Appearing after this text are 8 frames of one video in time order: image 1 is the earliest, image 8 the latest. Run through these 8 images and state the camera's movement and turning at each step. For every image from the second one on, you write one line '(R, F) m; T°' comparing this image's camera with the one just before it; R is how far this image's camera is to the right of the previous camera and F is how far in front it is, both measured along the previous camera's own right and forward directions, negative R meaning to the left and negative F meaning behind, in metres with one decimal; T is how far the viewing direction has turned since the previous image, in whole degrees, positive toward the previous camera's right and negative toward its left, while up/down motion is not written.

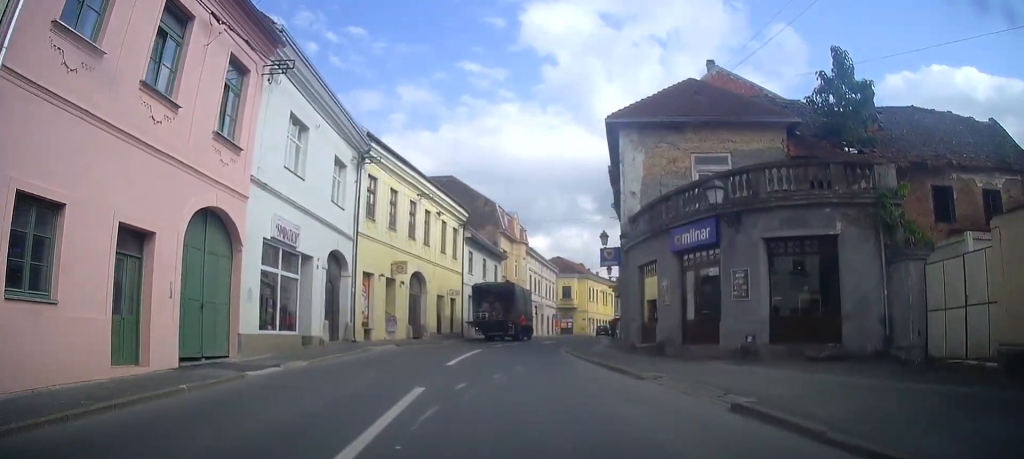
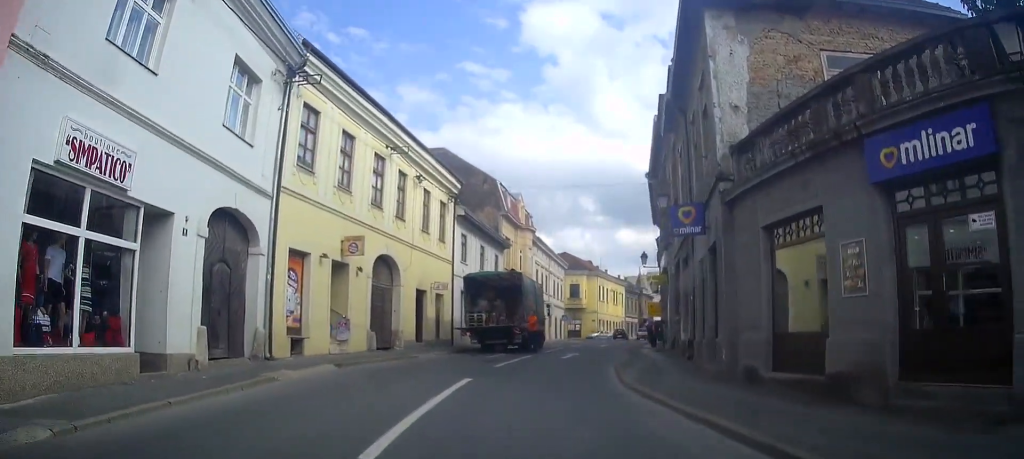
(+0.3, +8.9) m; +3°
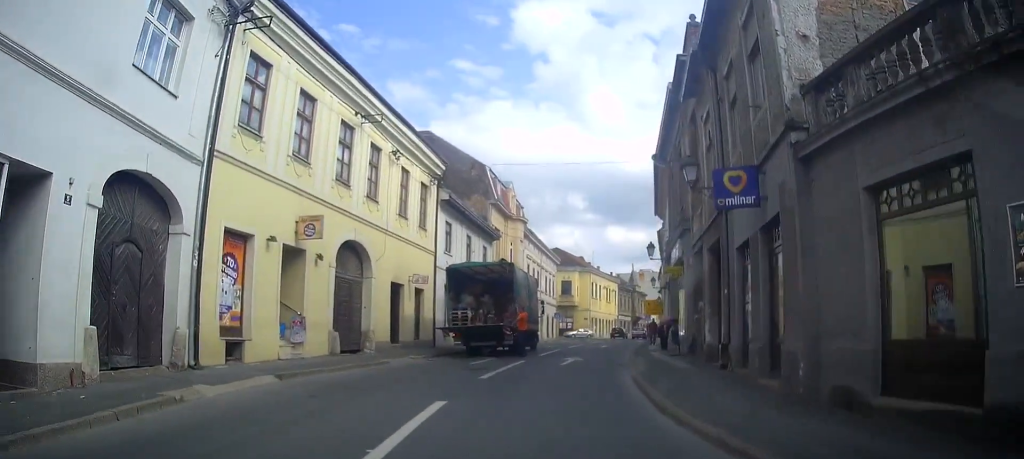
(0.0, +3.4) m; +2°
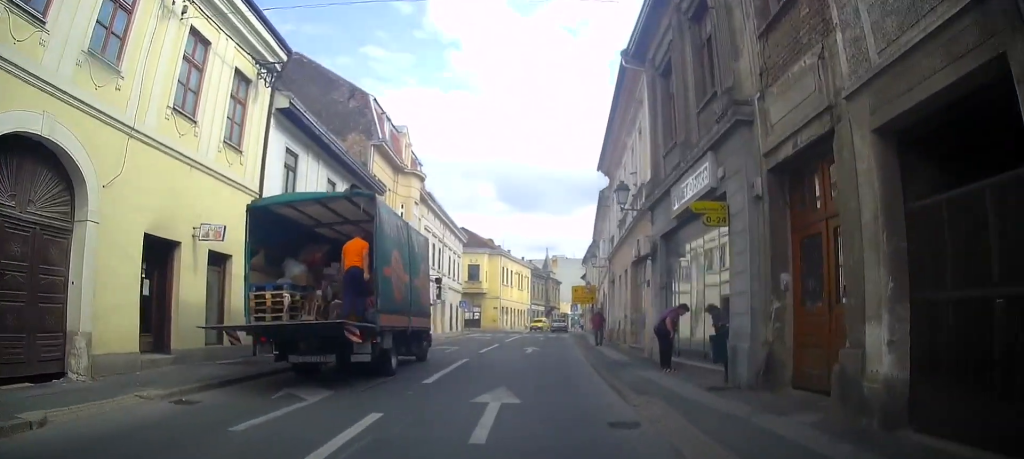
(+0.7, +11.3) m; +7°
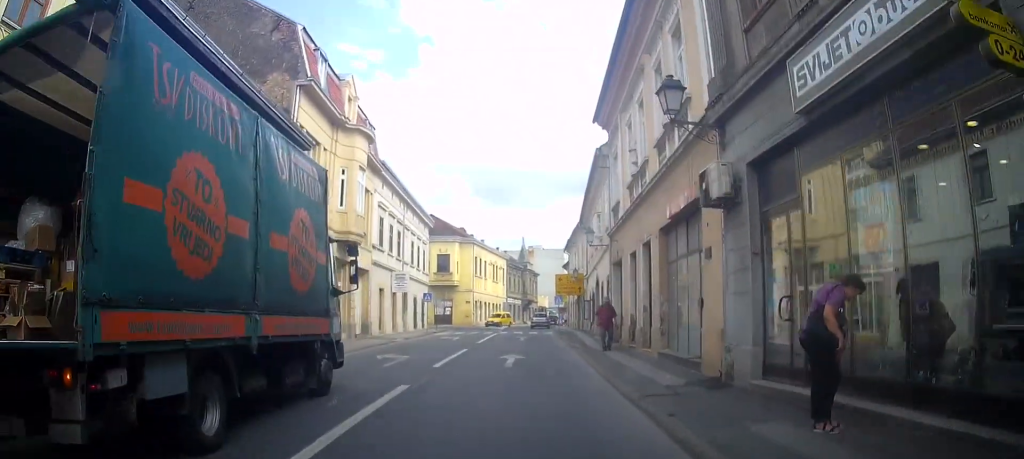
(+0.2, +6.9) m; +1°
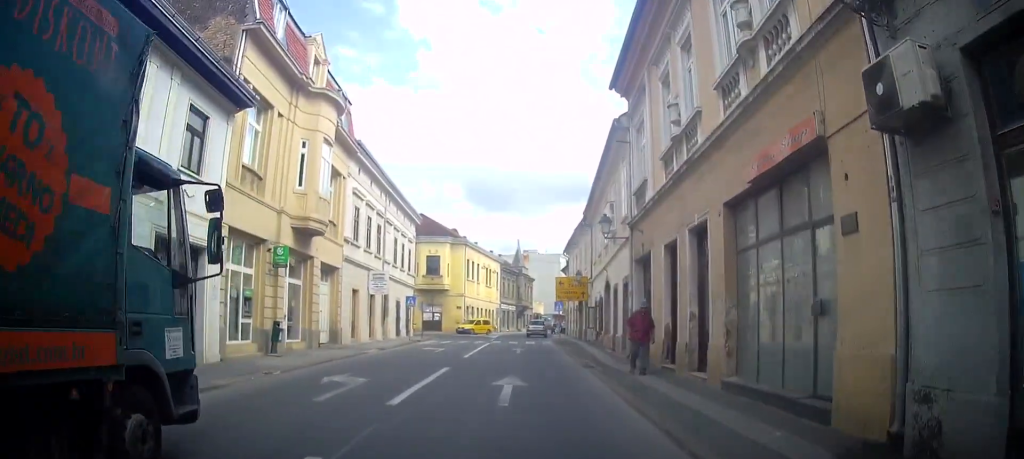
(-0.1, +4.4) m; 0°
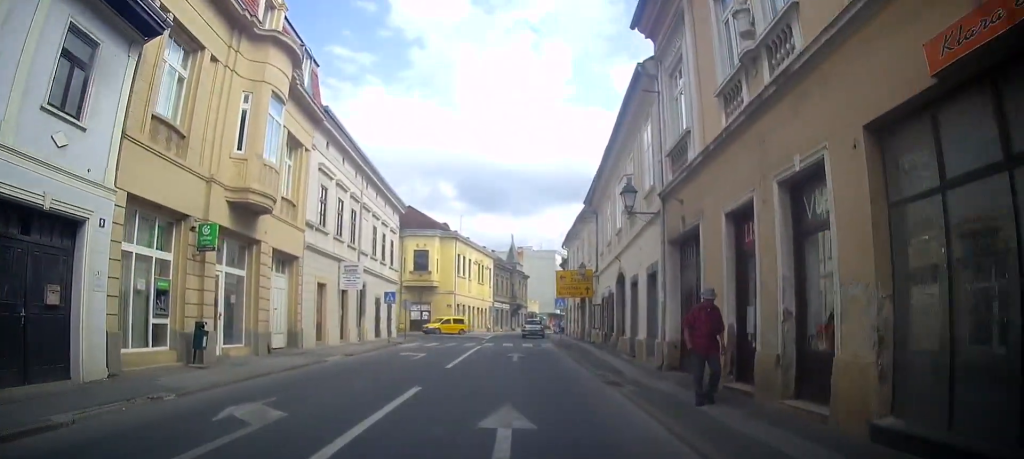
(+0.1, +4.2) m; -1°
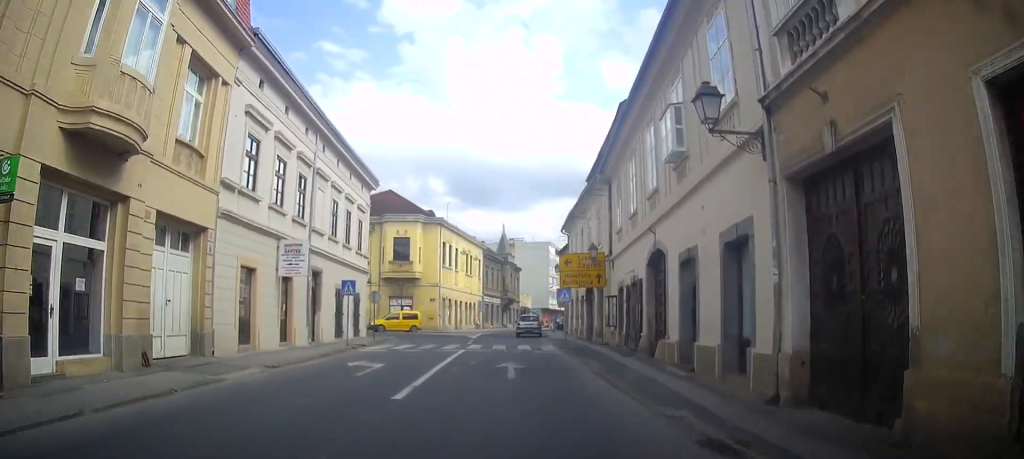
(-0.2, +5.9) m; -1°
